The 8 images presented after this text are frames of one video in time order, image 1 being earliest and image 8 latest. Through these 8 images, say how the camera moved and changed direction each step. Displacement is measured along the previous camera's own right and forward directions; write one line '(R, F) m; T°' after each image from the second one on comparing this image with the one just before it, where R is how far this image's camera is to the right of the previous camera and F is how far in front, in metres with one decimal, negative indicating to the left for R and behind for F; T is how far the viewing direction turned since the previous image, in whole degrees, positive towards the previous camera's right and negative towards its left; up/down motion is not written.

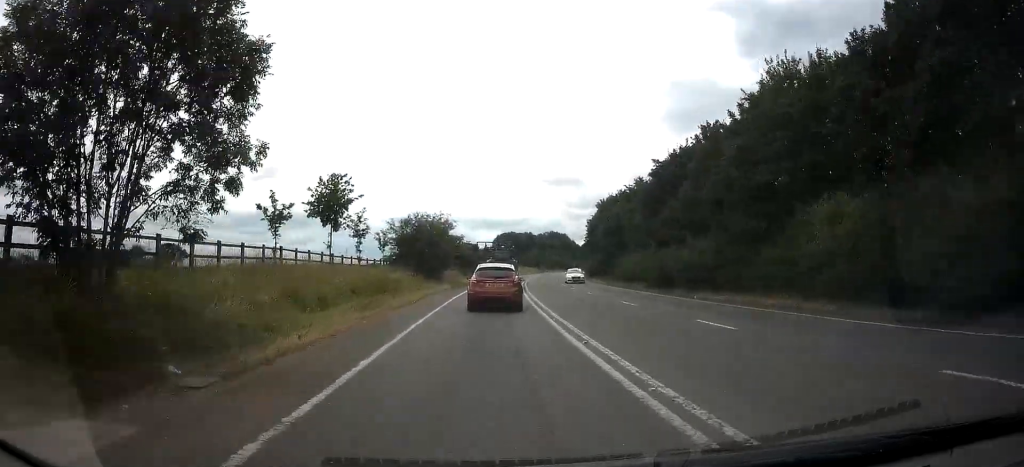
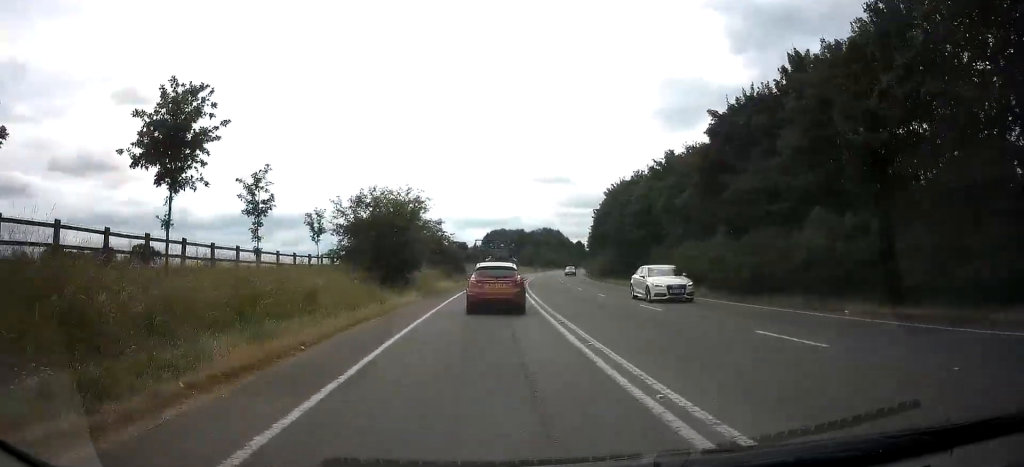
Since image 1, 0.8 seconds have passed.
(+0.2, +12.8) m; +2°
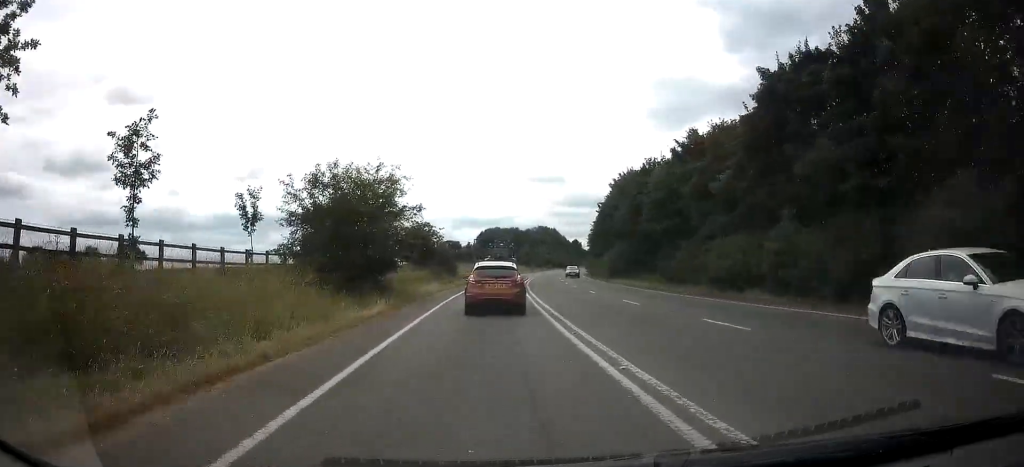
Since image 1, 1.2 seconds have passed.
(+0.1, +6.6) m; +1°
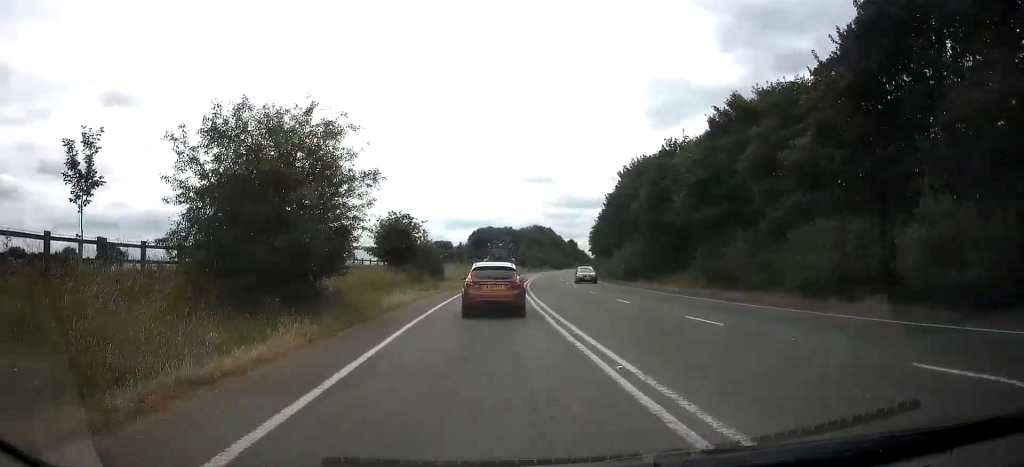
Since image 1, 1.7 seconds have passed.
(0.0, +8.2) m; +1°
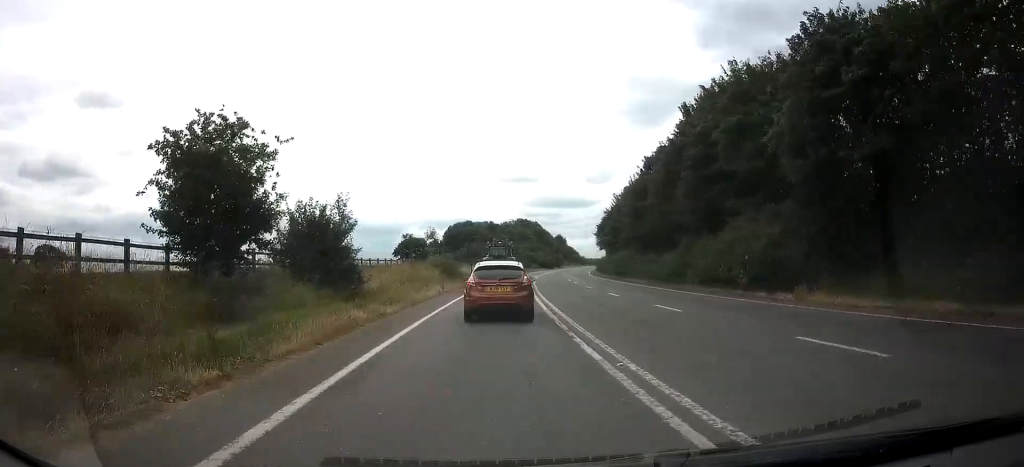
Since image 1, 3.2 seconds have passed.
(+0.4, +24.9) m; +3°
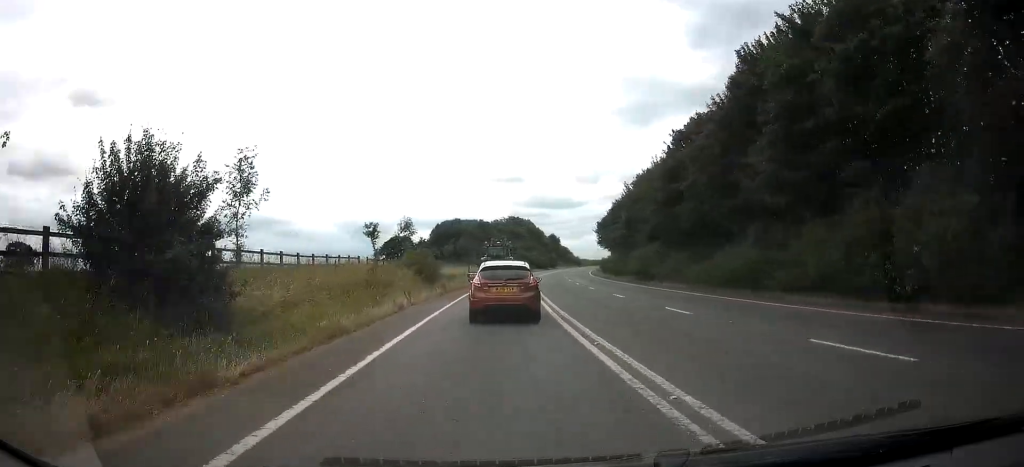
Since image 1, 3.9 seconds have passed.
(+0.2, +9.7) m; +1°
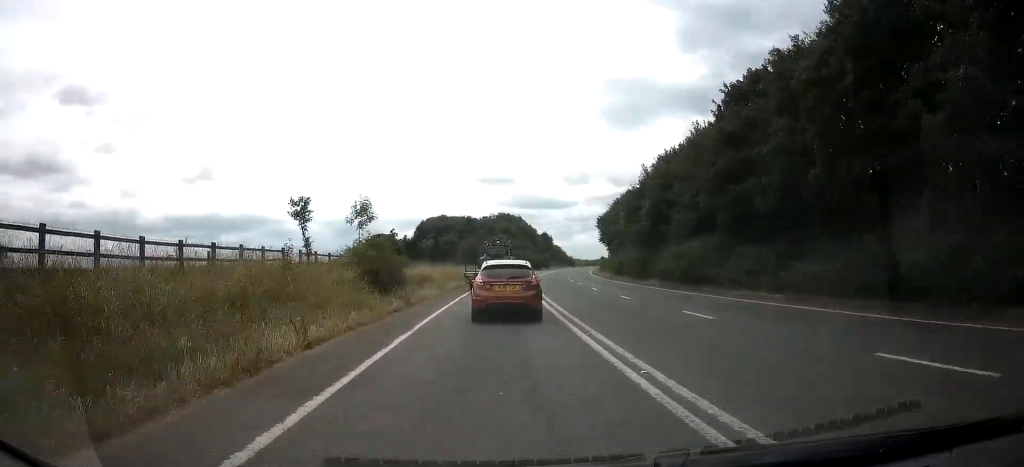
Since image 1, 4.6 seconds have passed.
(+0.1, +10.5) m; +1°
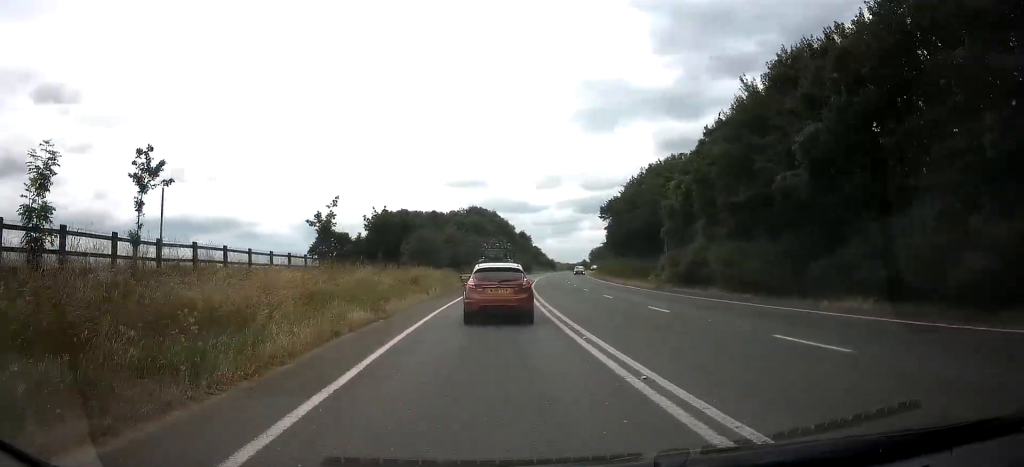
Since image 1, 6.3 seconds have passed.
(+0.3, +23.8) m; +2°
